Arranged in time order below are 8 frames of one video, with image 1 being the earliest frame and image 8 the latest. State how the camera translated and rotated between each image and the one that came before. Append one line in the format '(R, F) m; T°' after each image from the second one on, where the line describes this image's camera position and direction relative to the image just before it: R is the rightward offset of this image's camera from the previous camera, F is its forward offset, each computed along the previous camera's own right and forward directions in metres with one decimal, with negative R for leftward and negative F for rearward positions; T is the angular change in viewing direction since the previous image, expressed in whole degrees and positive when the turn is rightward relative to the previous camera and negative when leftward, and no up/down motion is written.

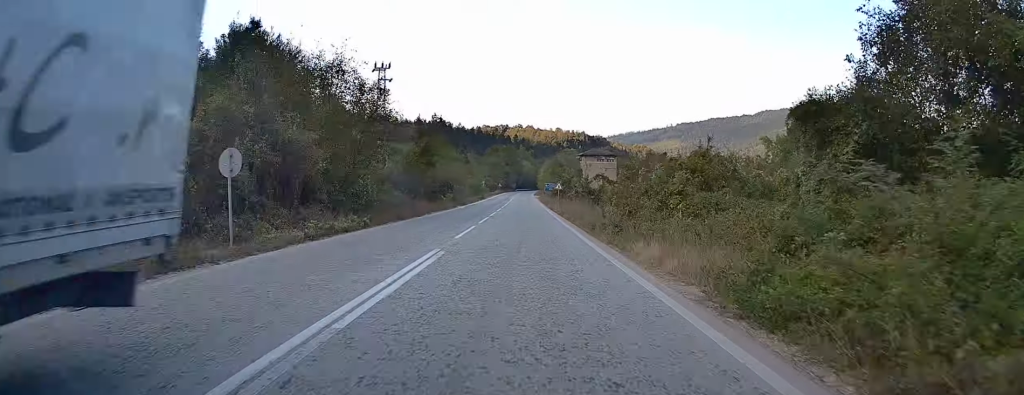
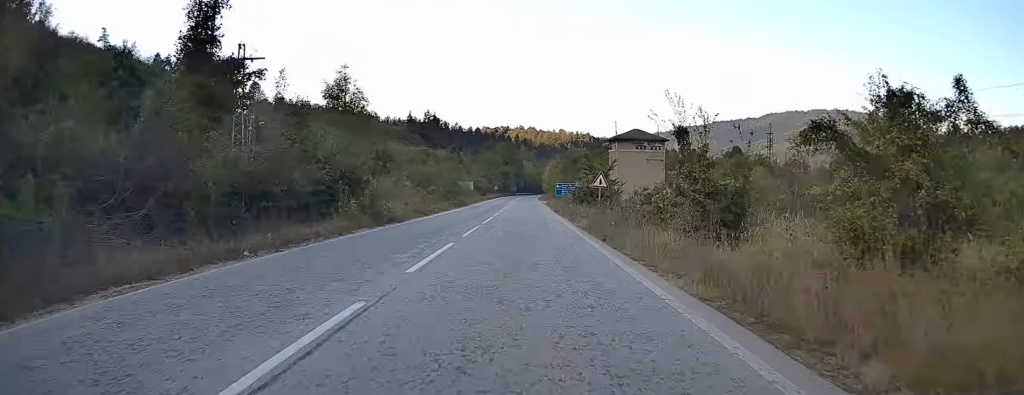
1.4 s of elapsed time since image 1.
(-0.2, +34.7) m; -1°
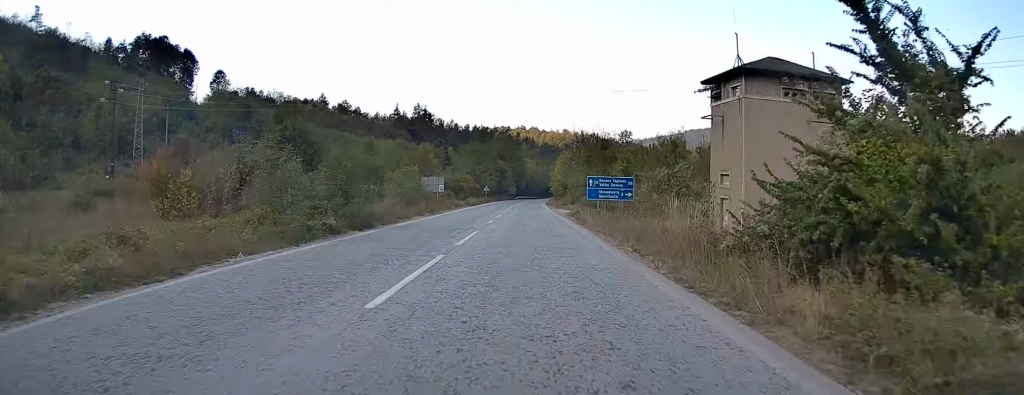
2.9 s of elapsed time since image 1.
(-0.2, +39.2) m; 0°
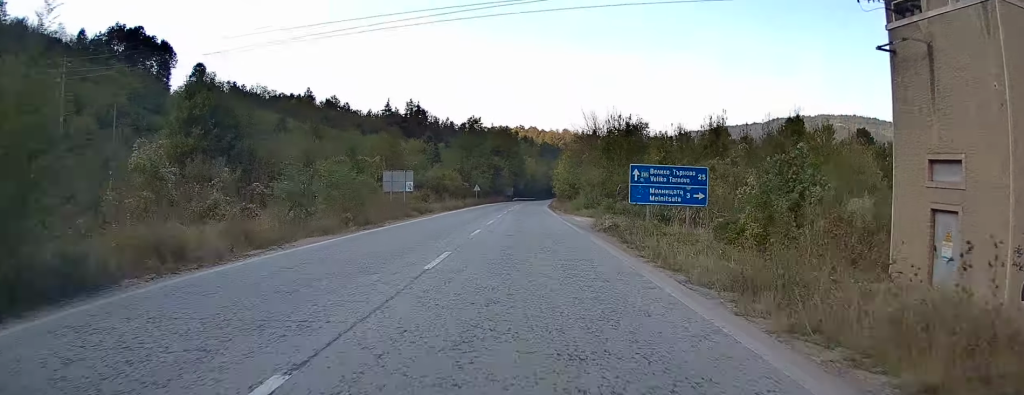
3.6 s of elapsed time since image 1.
(0.0, +17.4) m; 0°
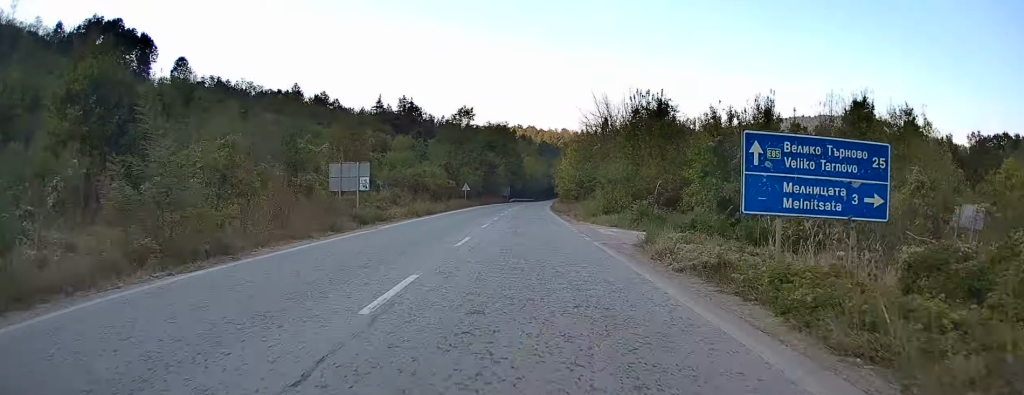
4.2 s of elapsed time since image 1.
(0.0, +13.1) m; 0°
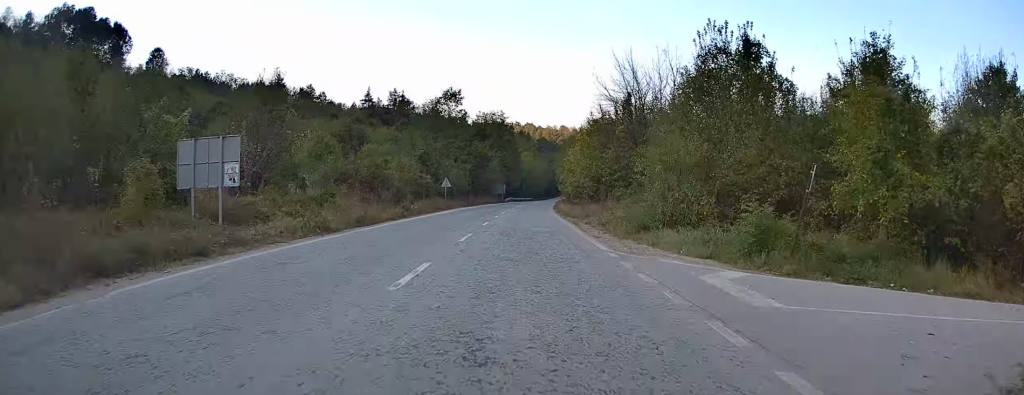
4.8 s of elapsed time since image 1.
(0.0, +16.3) m; 0°
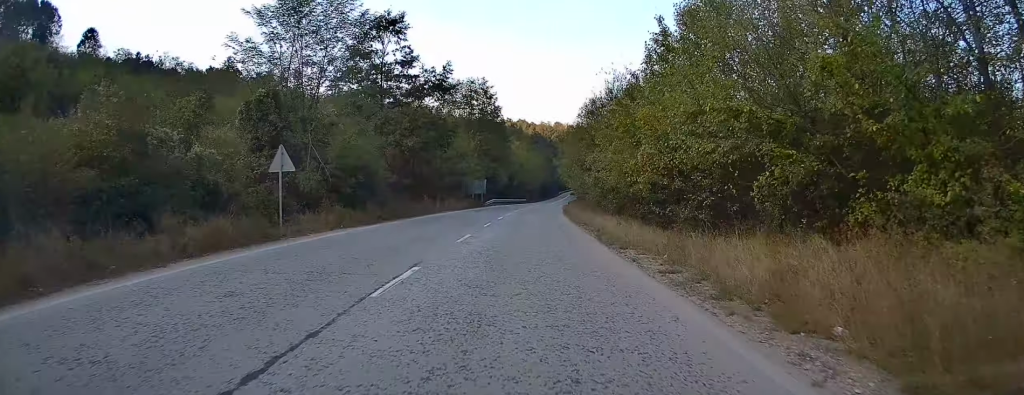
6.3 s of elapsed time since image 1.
(+0.1, +36.4) m; +1°
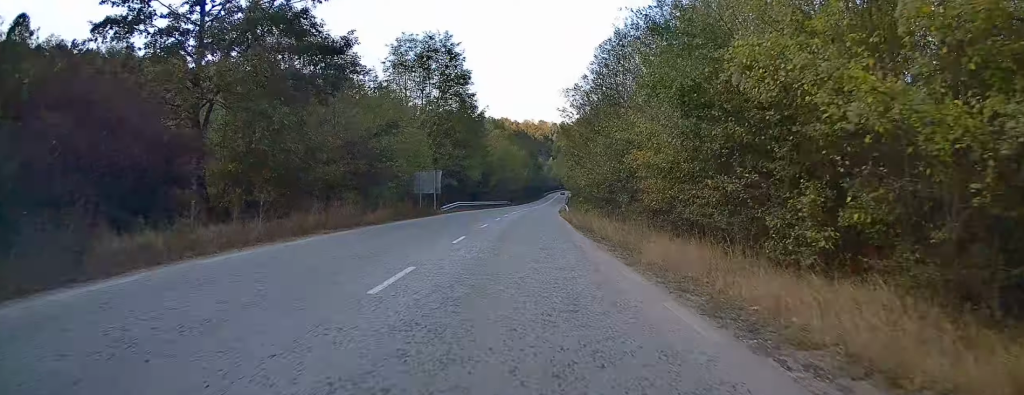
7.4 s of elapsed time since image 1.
(+0.1, +26.6) m; +1°
